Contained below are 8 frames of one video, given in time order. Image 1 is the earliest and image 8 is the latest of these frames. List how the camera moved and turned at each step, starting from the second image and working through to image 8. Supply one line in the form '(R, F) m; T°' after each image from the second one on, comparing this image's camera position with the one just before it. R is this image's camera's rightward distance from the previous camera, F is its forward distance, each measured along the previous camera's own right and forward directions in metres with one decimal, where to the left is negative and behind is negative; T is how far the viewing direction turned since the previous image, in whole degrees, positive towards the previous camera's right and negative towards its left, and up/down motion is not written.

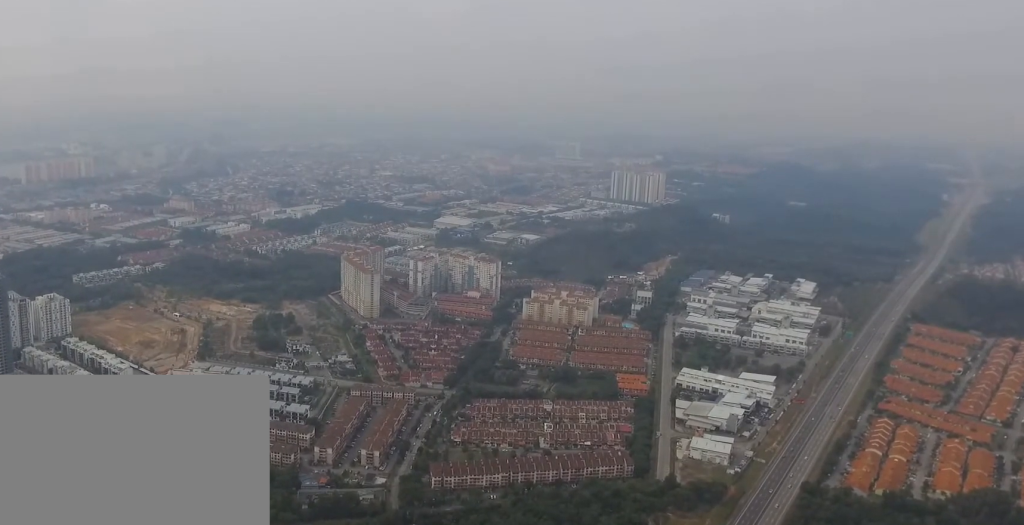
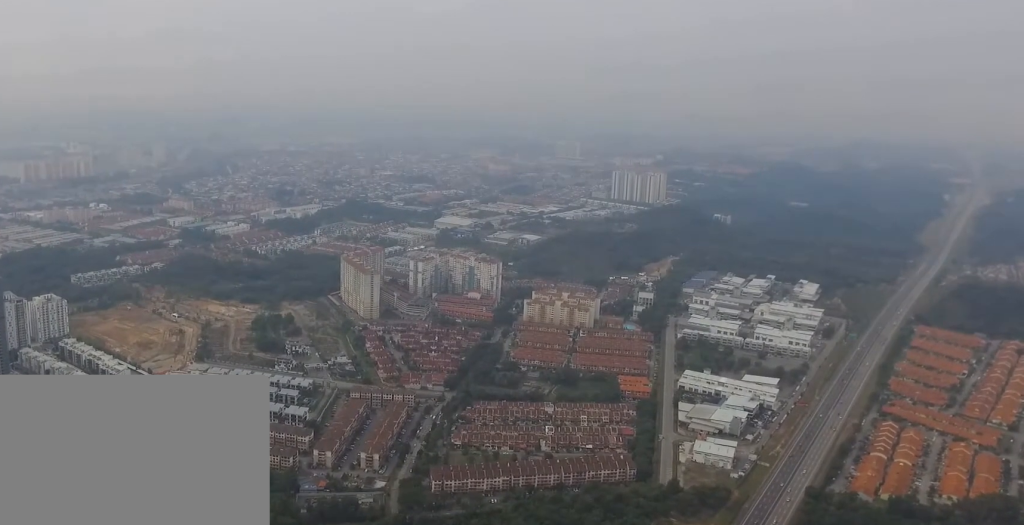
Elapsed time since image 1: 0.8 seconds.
(0.0, +1.7) m; 0°
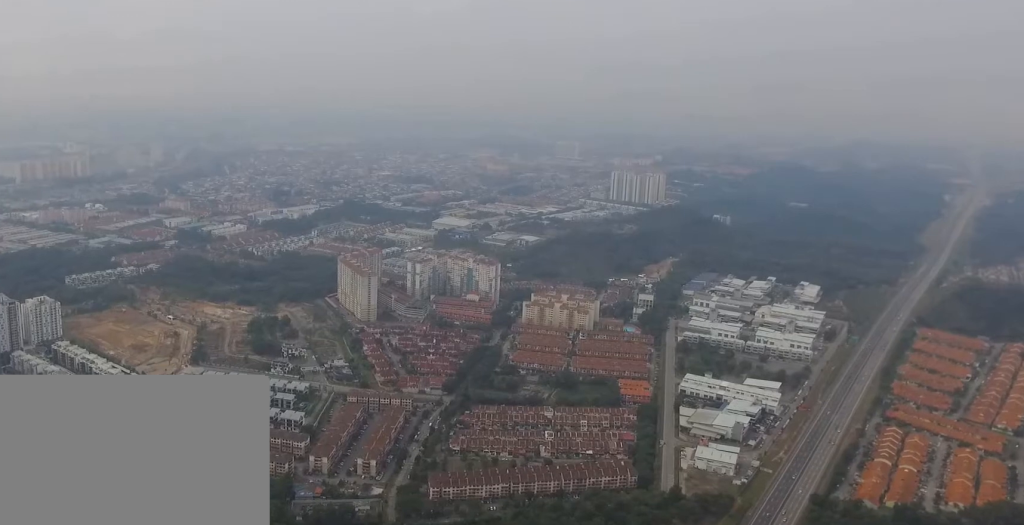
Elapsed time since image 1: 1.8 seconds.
(0.0, +2.2) m; 0°
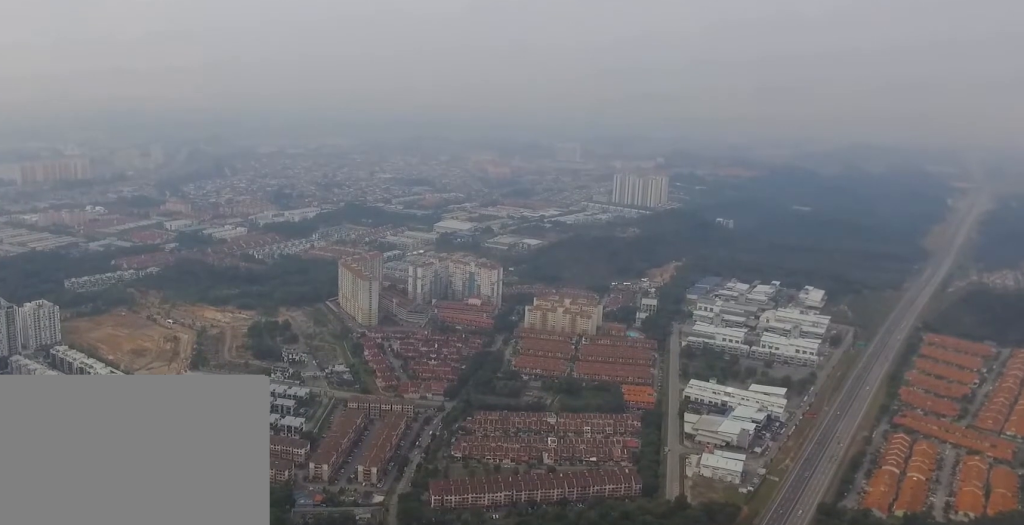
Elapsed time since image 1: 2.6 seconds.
(0.0, +1.7) m; 0°
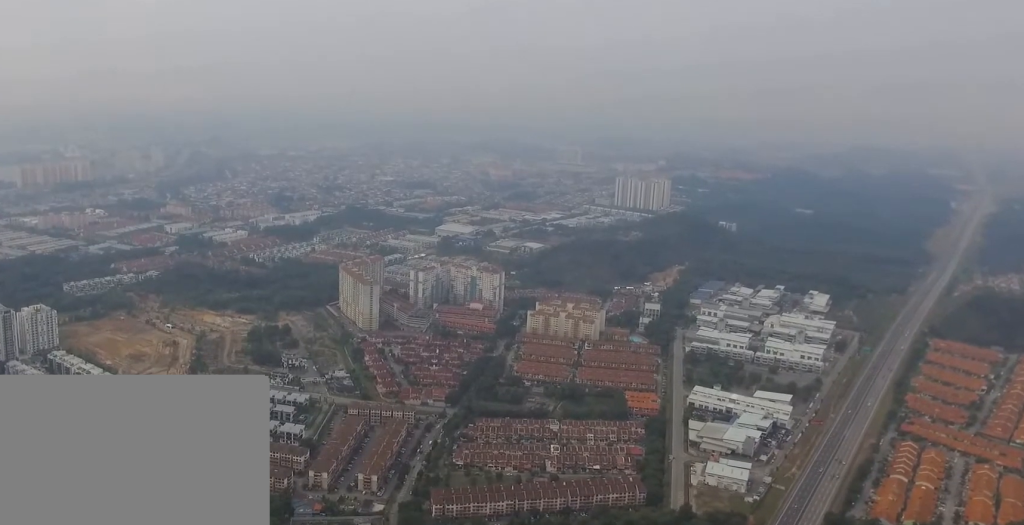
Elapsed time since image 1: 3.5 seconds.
(0.0, +2.1) m; 0°
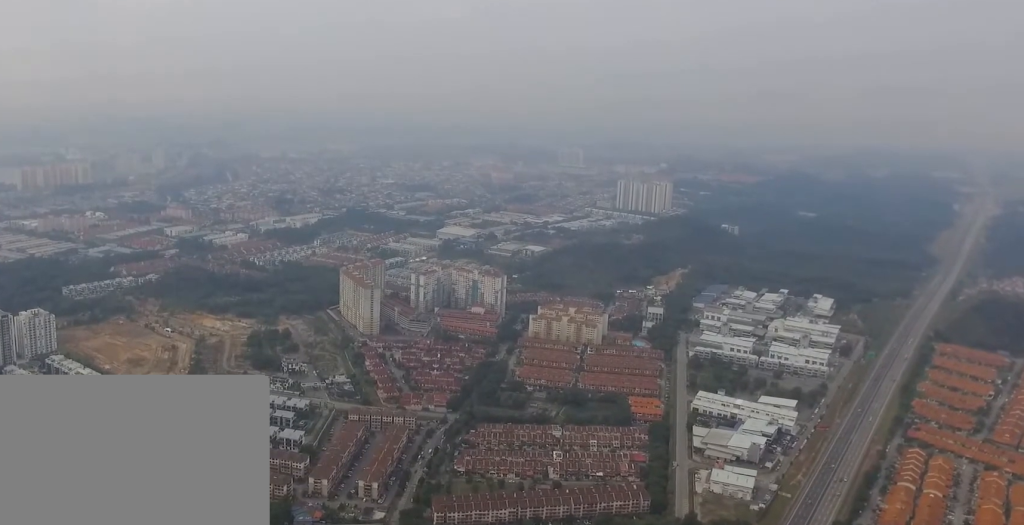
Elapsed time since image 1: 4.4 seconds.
(0.0, +2.0) m; 0°
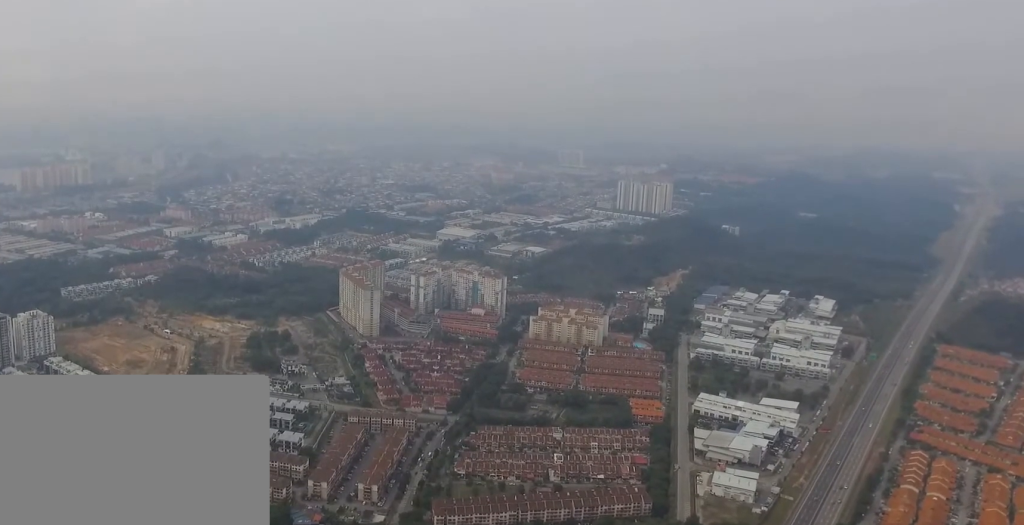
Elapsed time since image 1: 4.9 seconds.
(0.0, +0.9) m; 0°
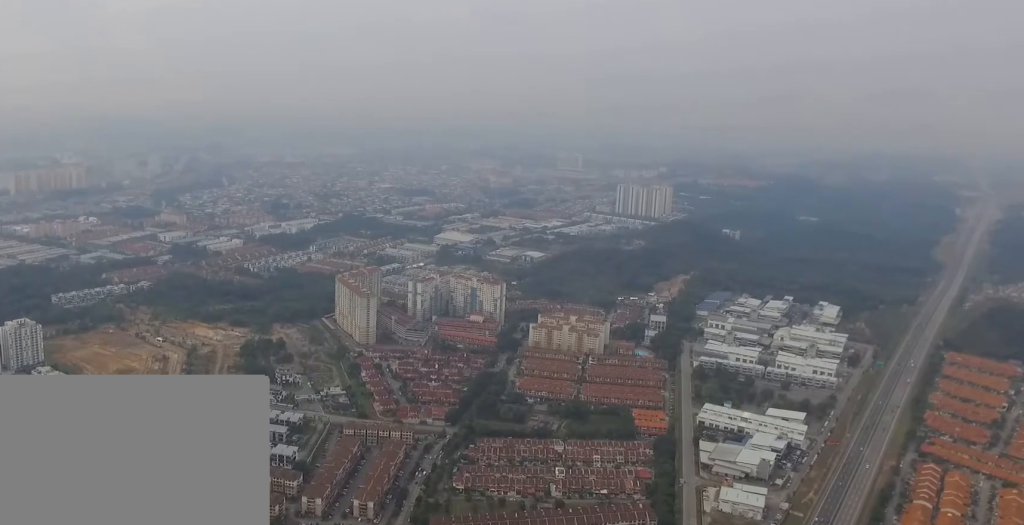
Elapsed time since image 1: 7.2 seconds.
(0.0, +4.7) m; 0°
